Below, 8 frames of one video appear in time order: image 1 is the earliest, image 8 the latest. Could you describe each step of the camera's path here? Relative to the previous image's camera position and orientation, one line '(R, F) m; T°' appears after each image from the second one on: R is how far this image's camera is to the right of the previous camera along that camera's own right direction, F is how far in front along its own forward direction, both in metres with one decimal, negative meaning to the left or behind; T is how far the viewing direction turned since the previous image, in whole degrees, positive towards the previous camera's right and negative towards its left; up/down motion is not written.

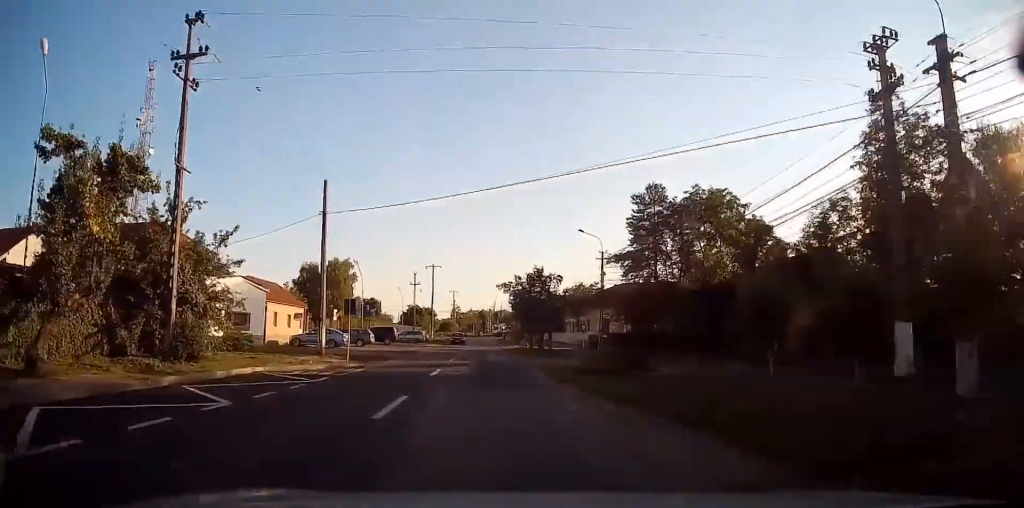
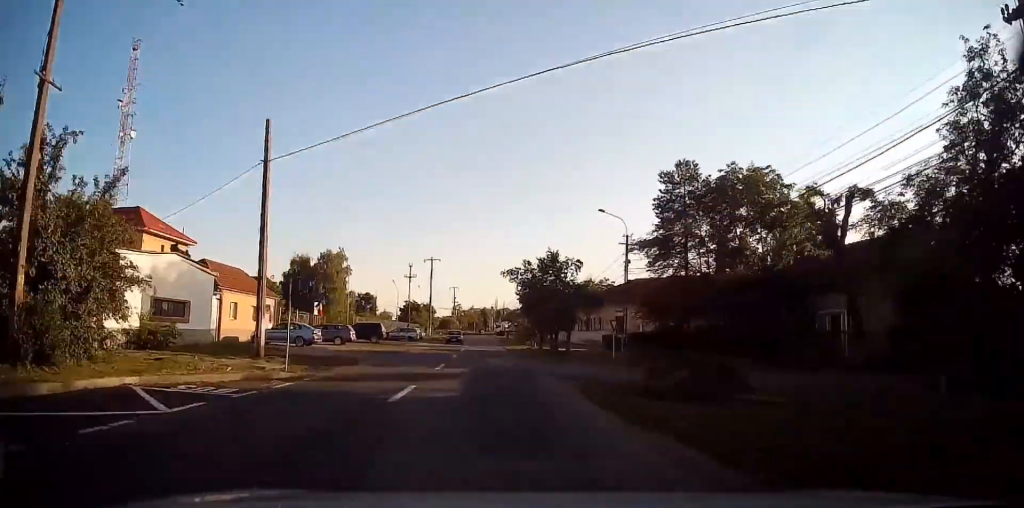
(-0.2, +7.2) m; -1°
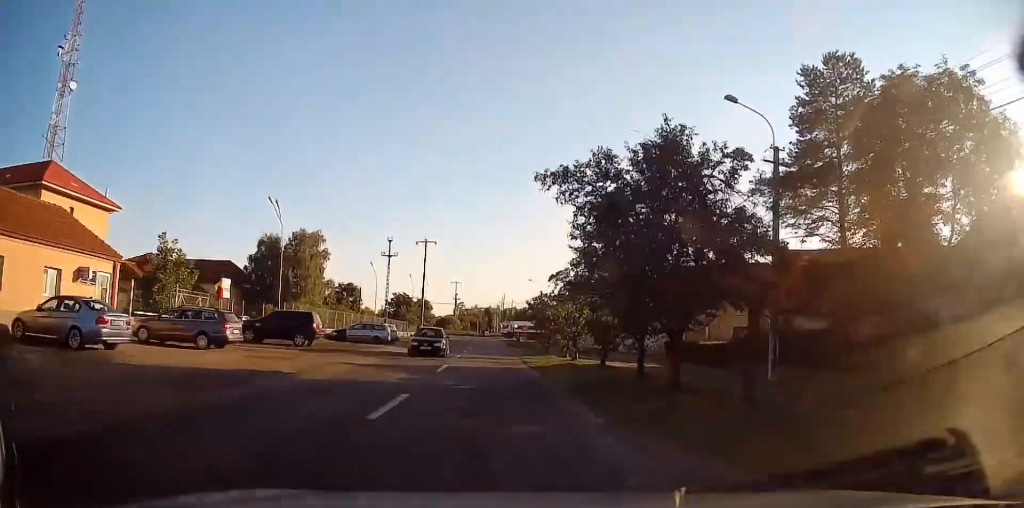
(-0.2, +19.5) m; -1°
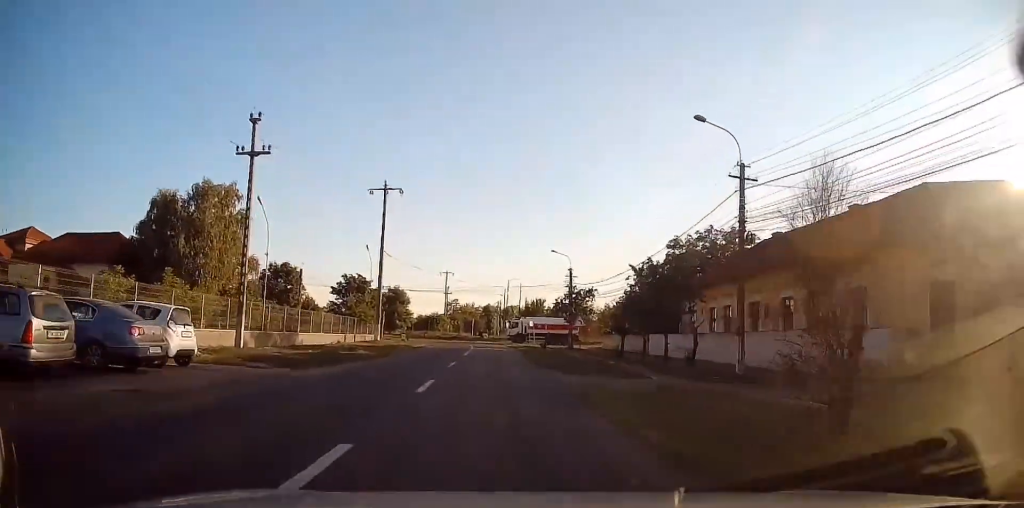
(+0.1, +31.7) m; +1°
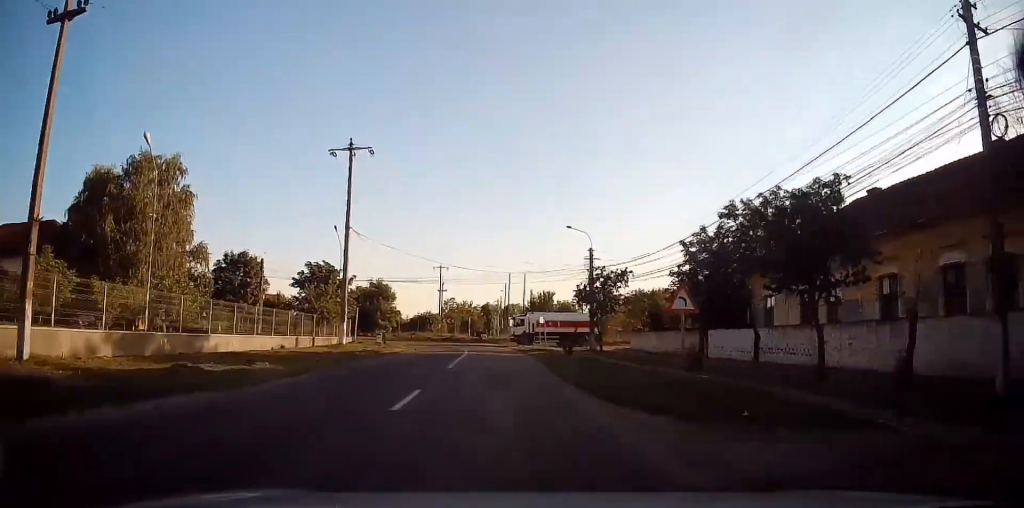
(+0.1, +11.6) m; 0°
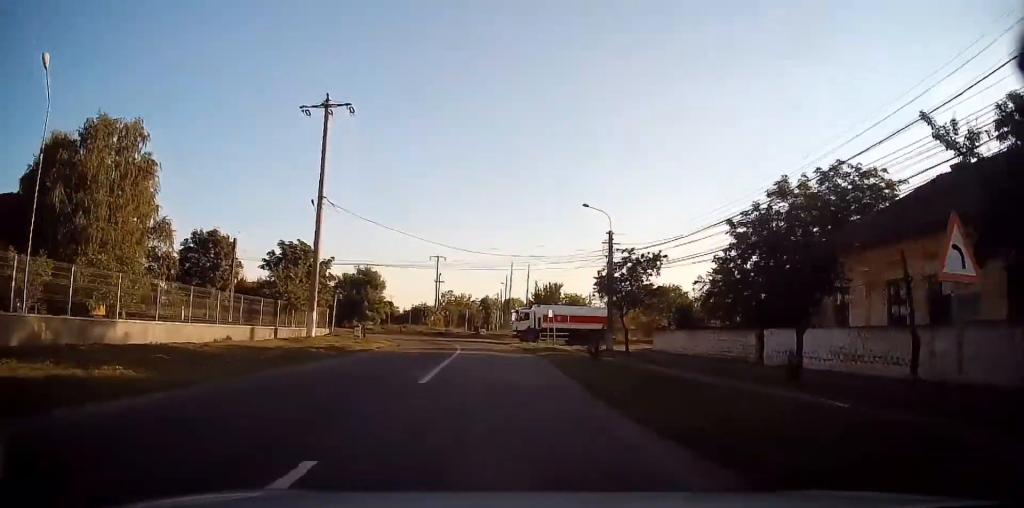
(0.0, +6.6) m; -1°
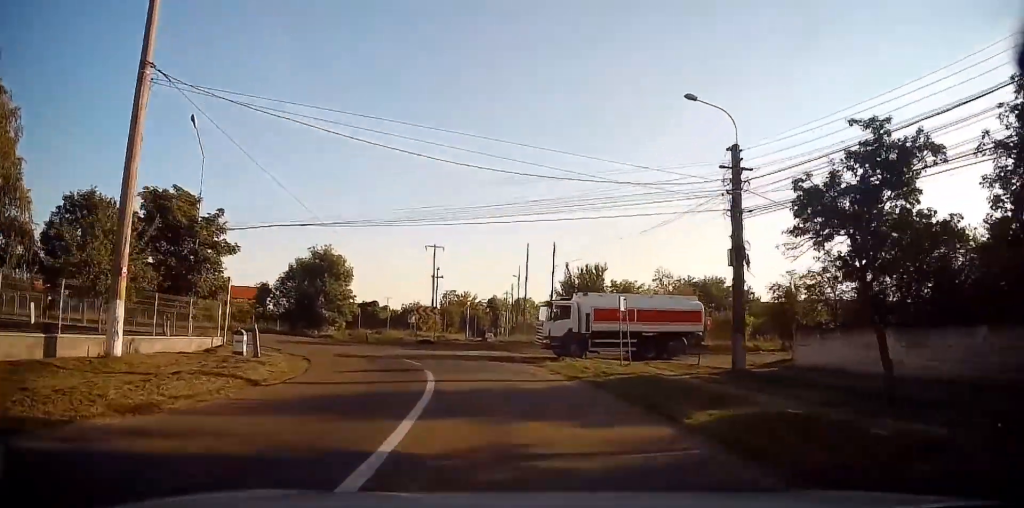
(-0.3, +18.3) m; -2°
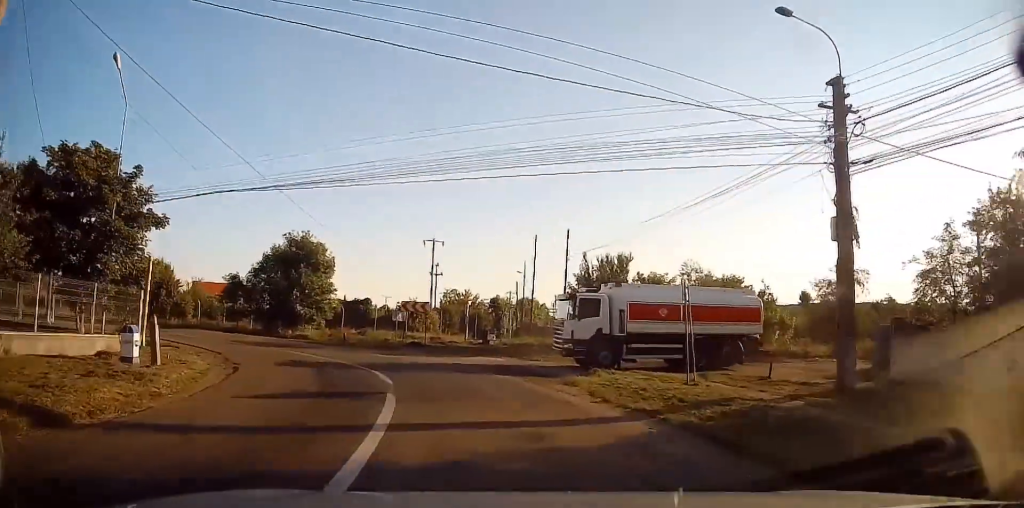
(0.0, +6.3) m; -1°
